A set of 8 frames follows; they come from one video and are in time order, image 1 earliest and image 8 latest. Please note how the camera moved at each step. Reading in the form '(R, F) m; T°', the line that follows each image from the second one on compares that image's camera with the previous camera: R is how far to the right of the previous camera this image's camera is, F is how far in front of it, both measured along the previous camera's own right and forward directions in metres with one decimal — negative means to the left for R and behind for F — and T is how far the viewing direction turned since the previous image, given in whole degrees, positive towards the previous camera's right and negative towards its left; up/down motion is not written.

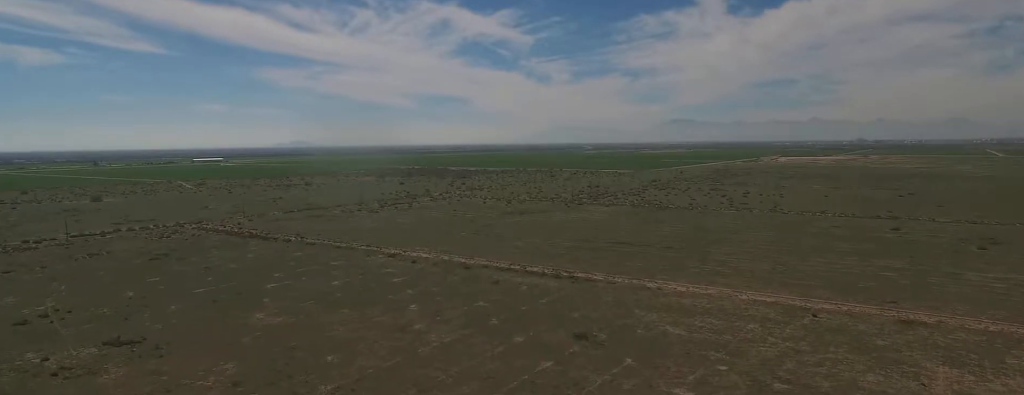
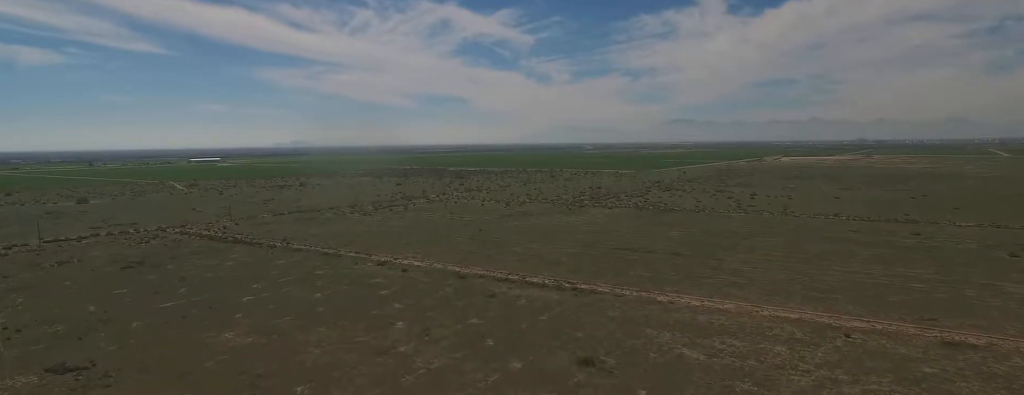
(0.0, +15.8) m; 0°
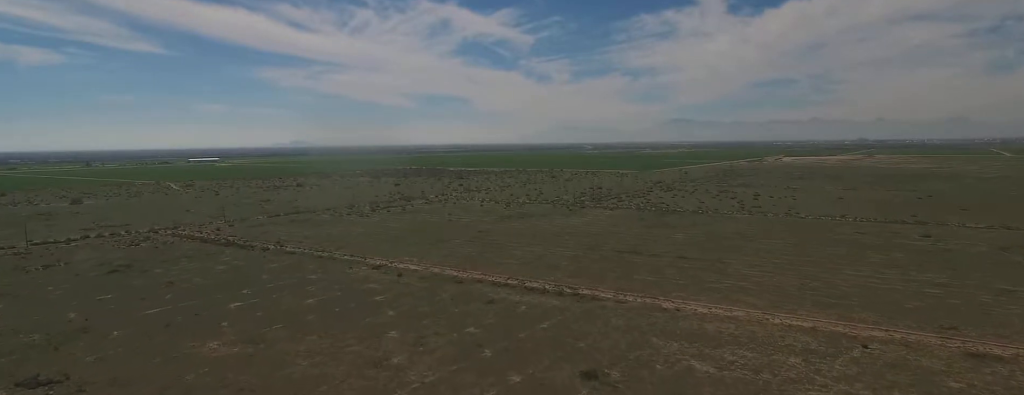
(0.0, +6.9) m; 0°
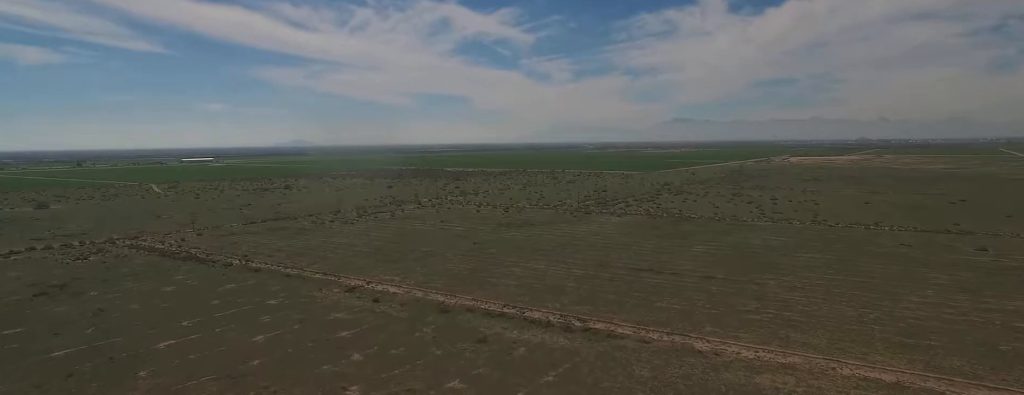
(-0.2, +31.6) m; -1°
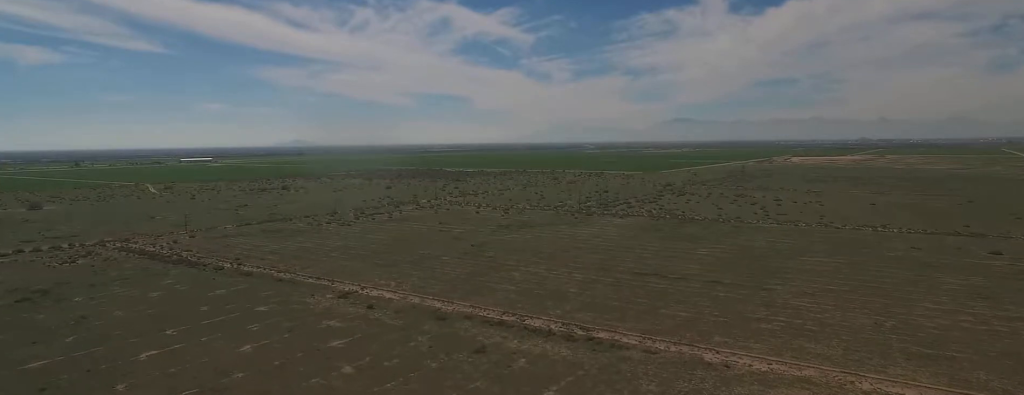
(0.0, +6.5) m; 0°
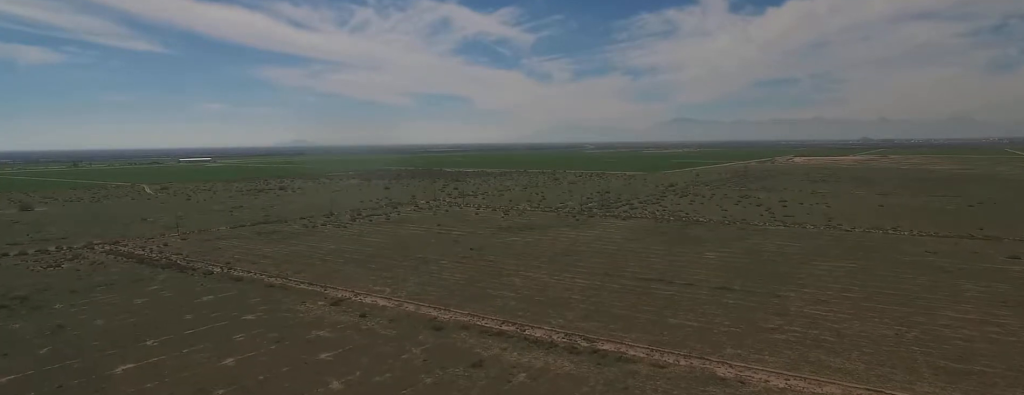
(0.0, +7.6) m; 0°
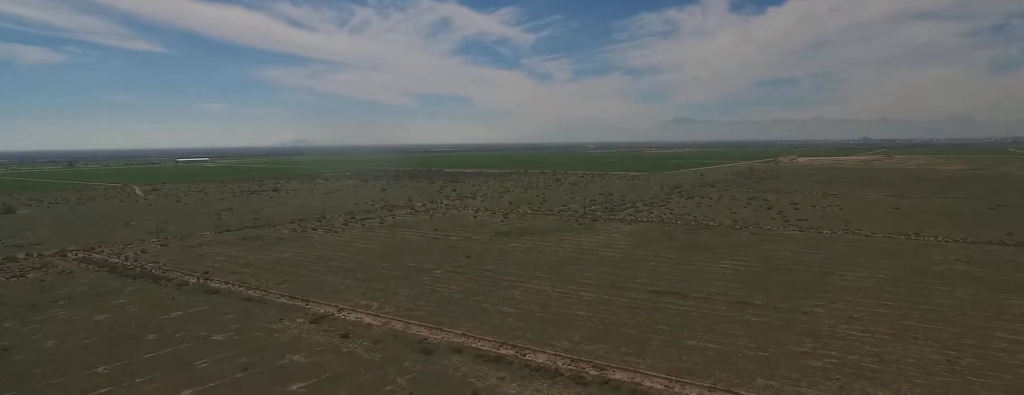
(+0.1, +15.8) m; +1°
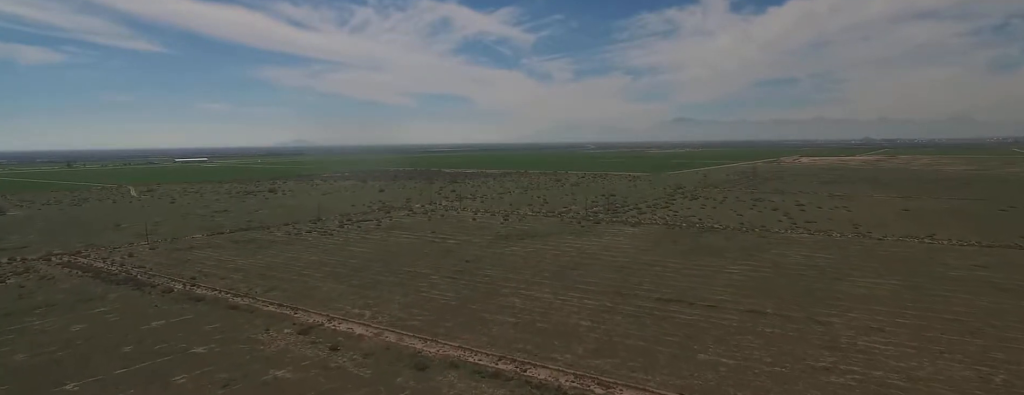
(0.0, +8.1) m; 0°
